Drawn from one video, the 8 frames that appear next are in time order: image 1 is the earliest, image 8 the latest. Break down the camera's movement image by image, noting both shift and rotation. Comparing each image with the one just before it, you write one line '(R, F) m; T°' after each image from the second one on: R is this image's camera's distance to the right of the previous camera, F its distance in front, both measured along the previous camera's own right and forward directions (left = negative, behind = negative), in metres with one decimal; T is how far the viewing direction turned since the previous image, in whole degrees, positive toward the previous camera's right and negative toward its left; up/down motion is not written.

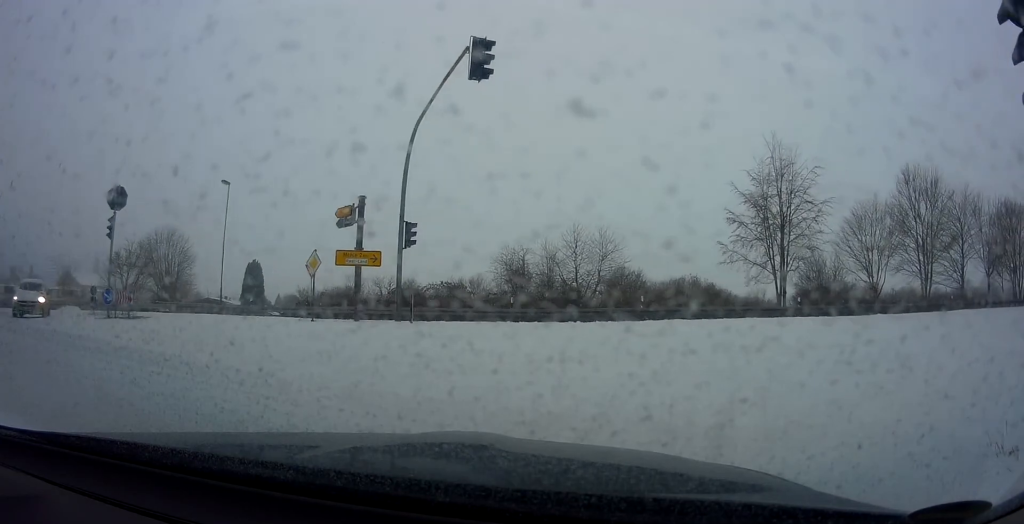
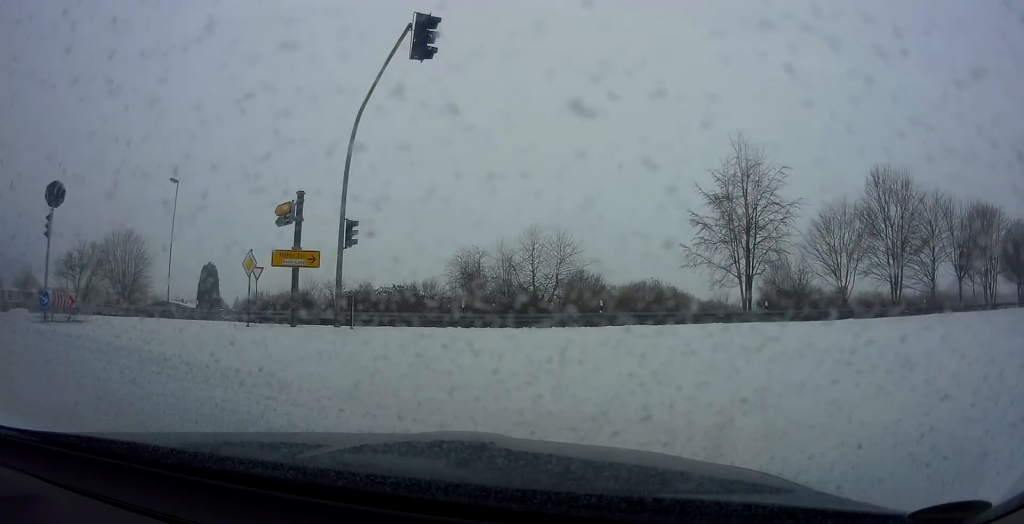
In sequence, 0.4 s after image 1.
(0.0, +1.4) m; +4°
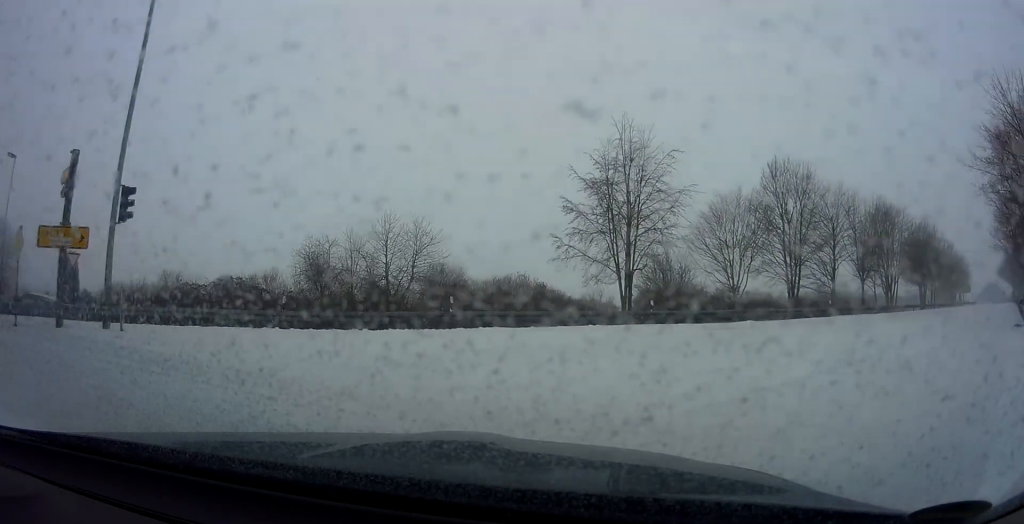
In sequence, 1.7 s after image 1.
(+0.5, +4.6) m; +13°
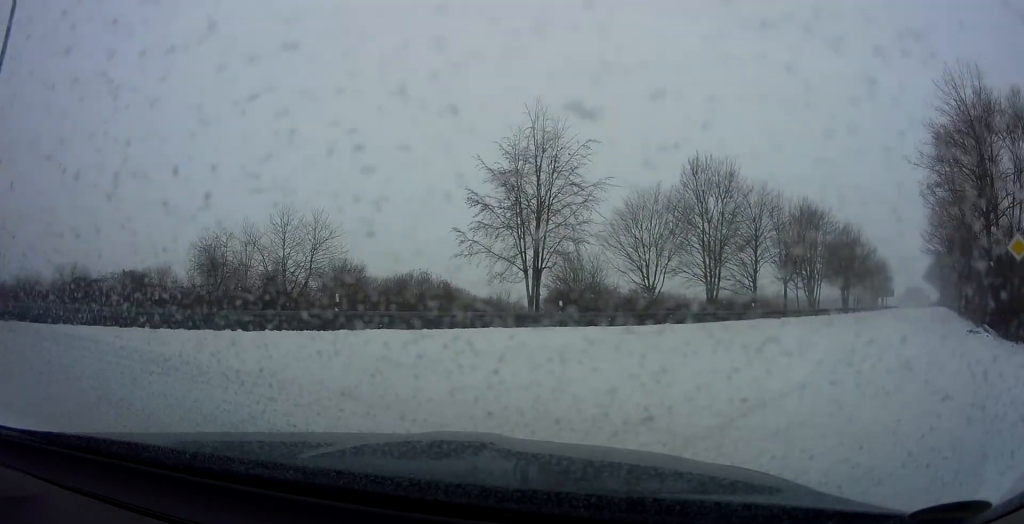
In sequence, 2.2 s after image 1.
(0.0, +2.2) m; +9°
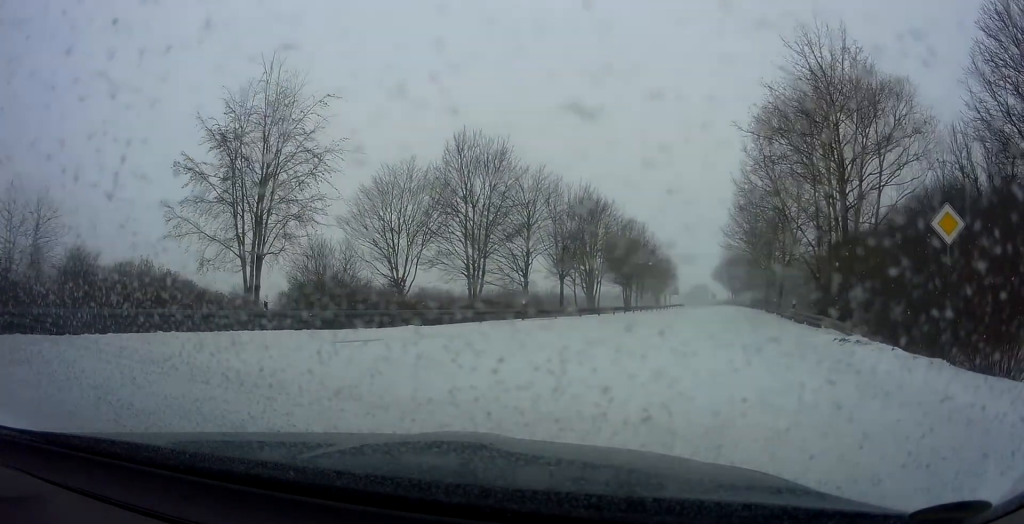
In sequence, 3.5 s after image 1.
(+1.3, +7.1) m; +17°
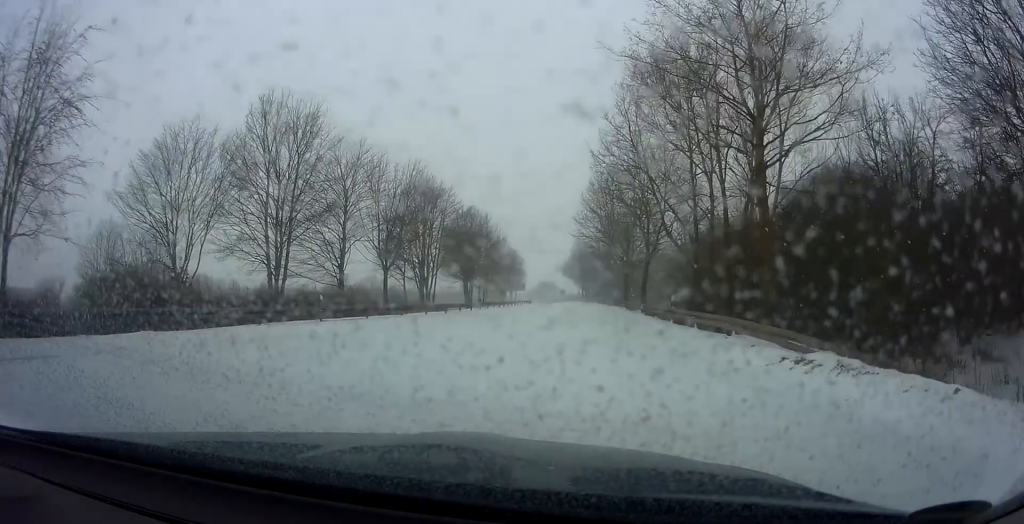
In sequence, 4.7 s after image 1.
(+0.8, +7.5) m; +12°
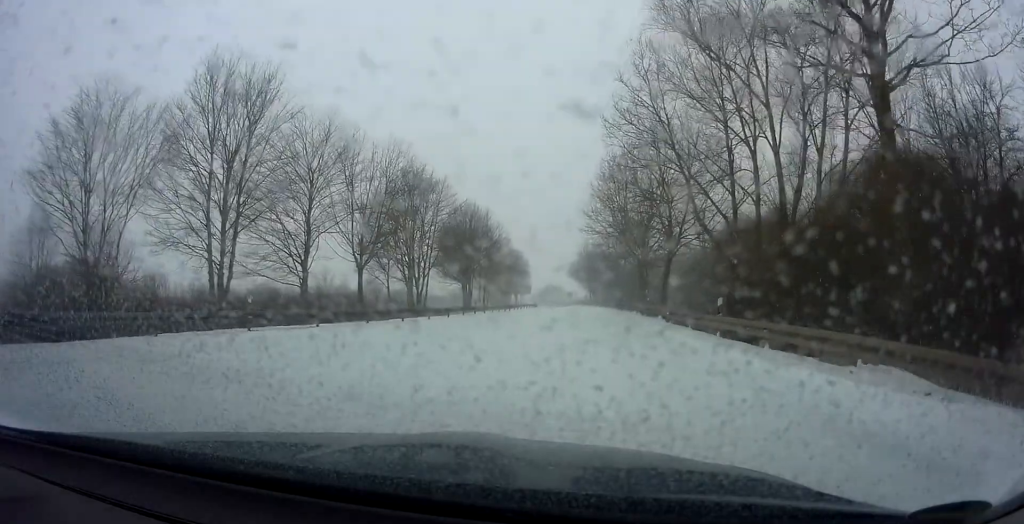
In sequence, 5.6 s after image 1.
(+0.5, +6.4) m; +9°
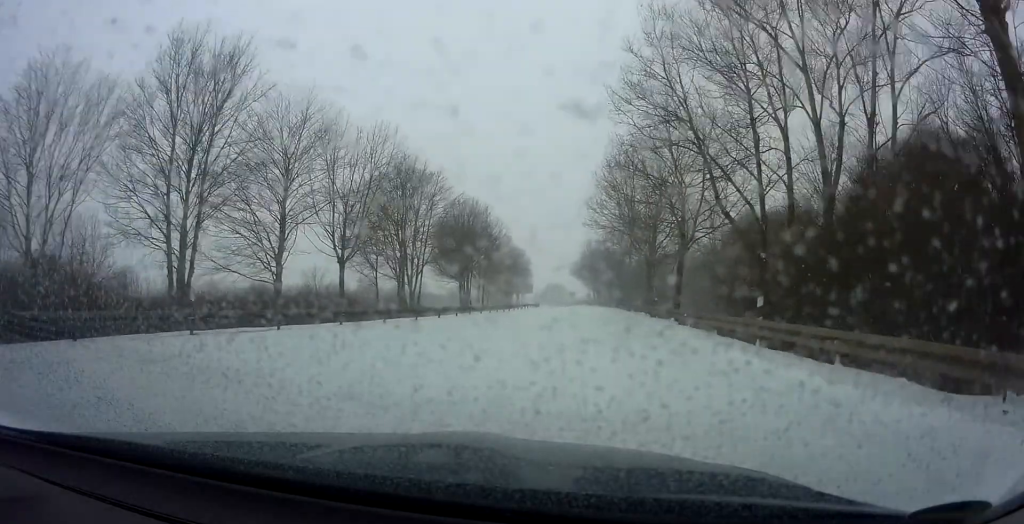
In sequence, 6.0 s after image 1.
(+0.4, +3.3) m; 0°
